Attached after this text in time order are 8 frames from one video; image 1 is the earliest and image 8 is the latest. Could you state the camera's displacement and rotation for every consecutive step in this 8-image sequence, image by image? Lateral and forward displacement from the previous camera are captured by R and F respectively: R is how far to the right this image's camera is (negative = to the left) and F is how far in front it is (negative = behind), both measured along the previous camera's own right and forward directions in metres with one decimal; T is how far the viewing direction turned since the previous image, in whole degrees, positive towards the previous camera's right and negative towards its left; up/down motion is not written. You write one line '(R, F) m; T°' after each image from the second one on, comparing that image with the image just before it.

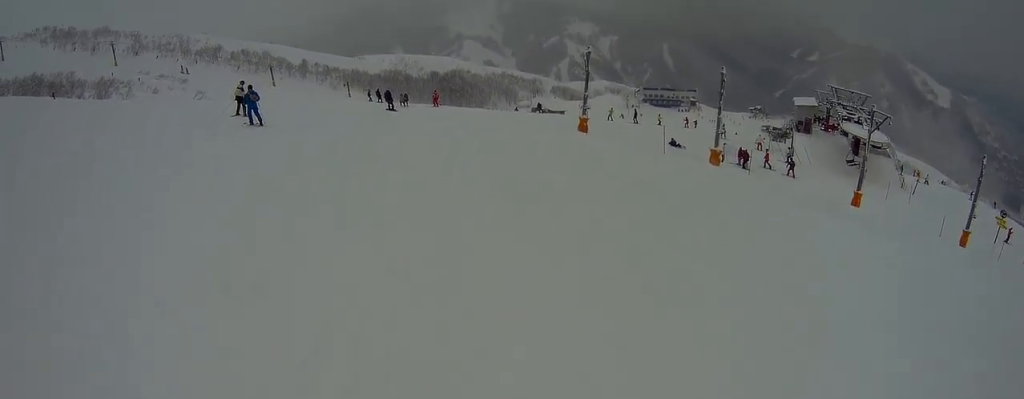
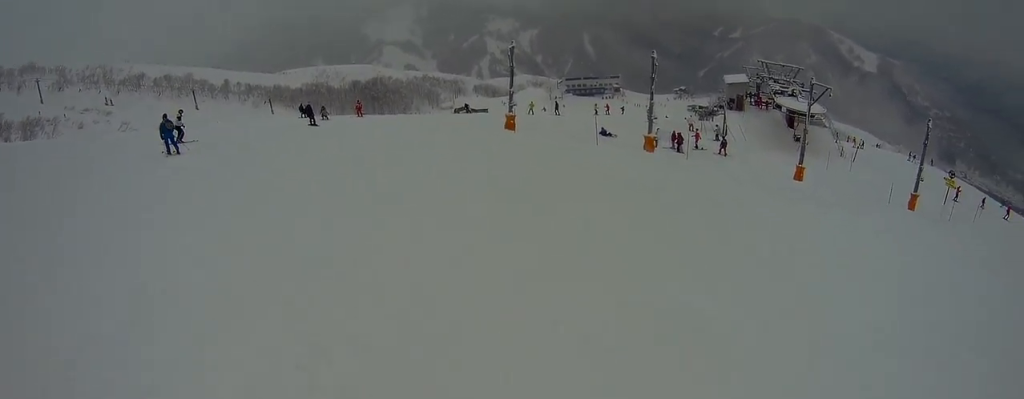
(0.0, +1.4) m; +16°
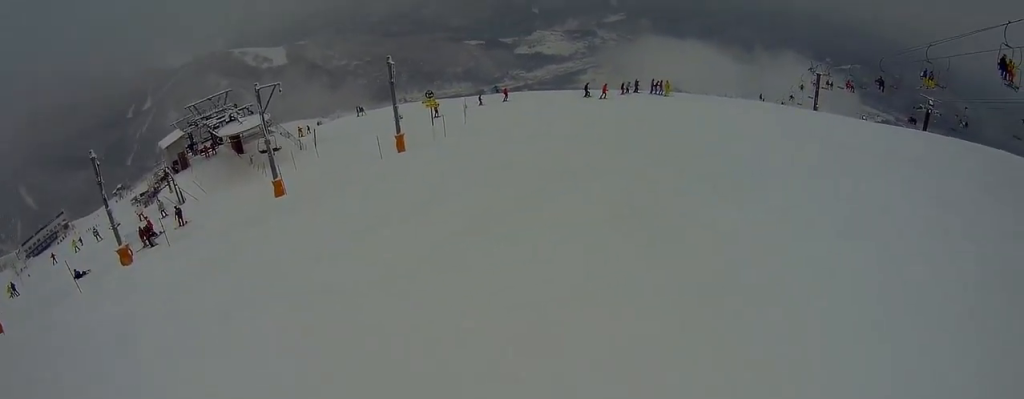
(+1.1, +2.4) m; +53°
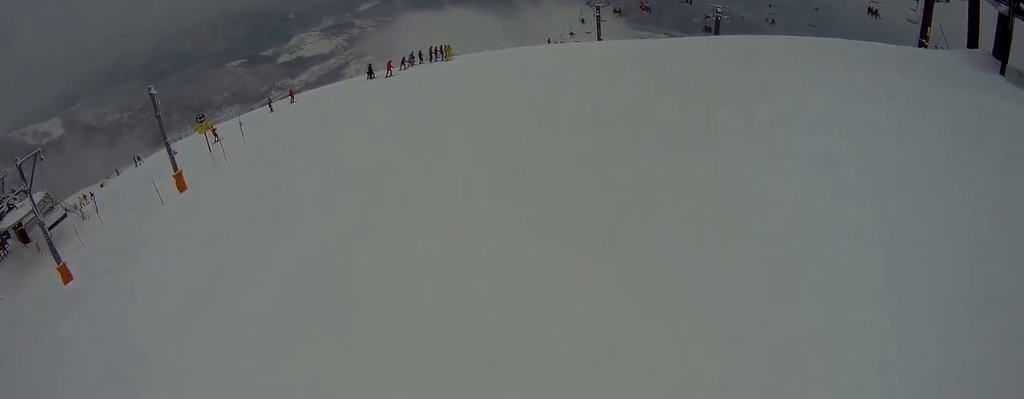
(+0.8, +2.7) m; +19°
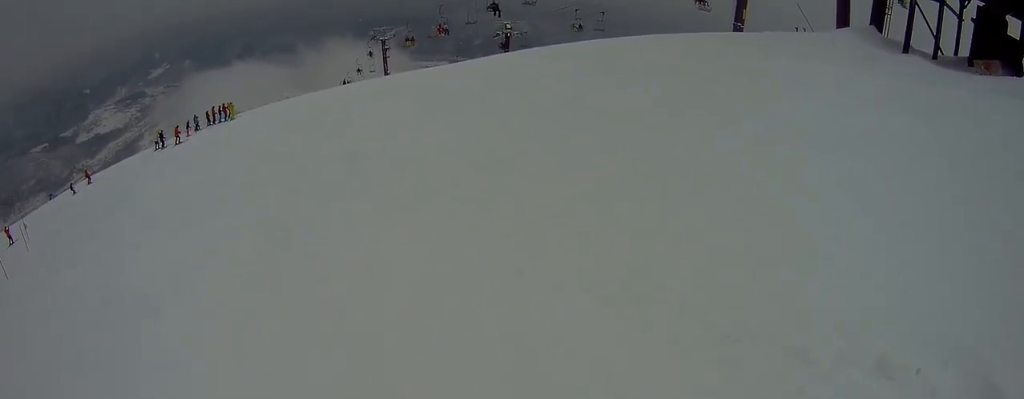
(+0.2, +3.8) m; +6°
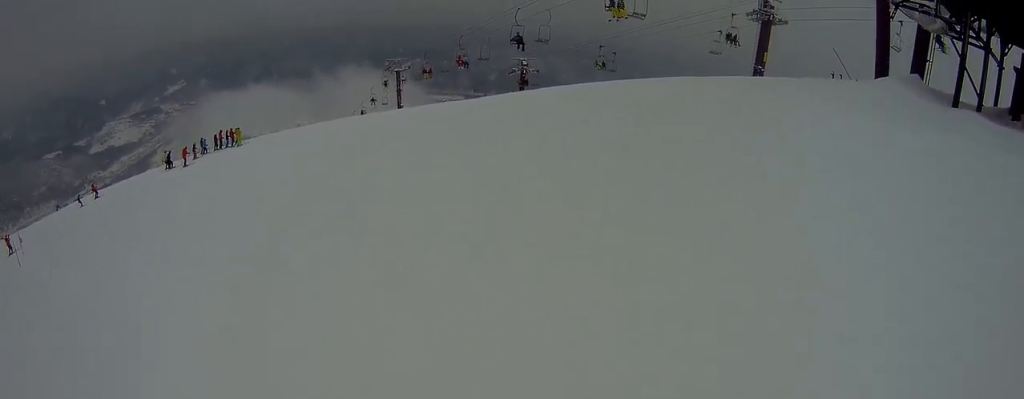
(0.0, +2.0) m; +4°
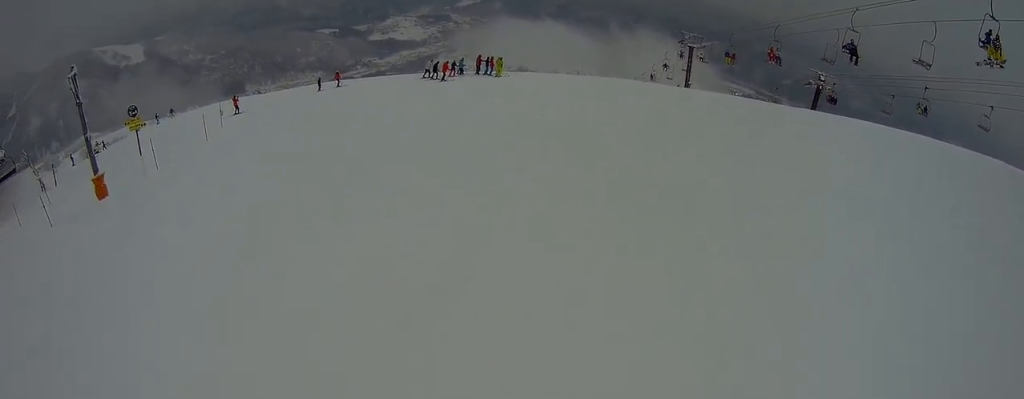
(+1.5, +7.3) m; -18°
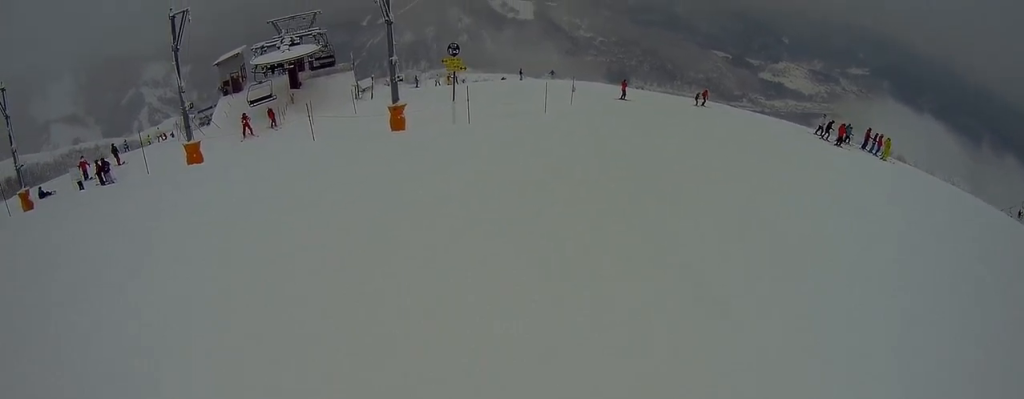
(-3.1, +5.1) m; -27°
